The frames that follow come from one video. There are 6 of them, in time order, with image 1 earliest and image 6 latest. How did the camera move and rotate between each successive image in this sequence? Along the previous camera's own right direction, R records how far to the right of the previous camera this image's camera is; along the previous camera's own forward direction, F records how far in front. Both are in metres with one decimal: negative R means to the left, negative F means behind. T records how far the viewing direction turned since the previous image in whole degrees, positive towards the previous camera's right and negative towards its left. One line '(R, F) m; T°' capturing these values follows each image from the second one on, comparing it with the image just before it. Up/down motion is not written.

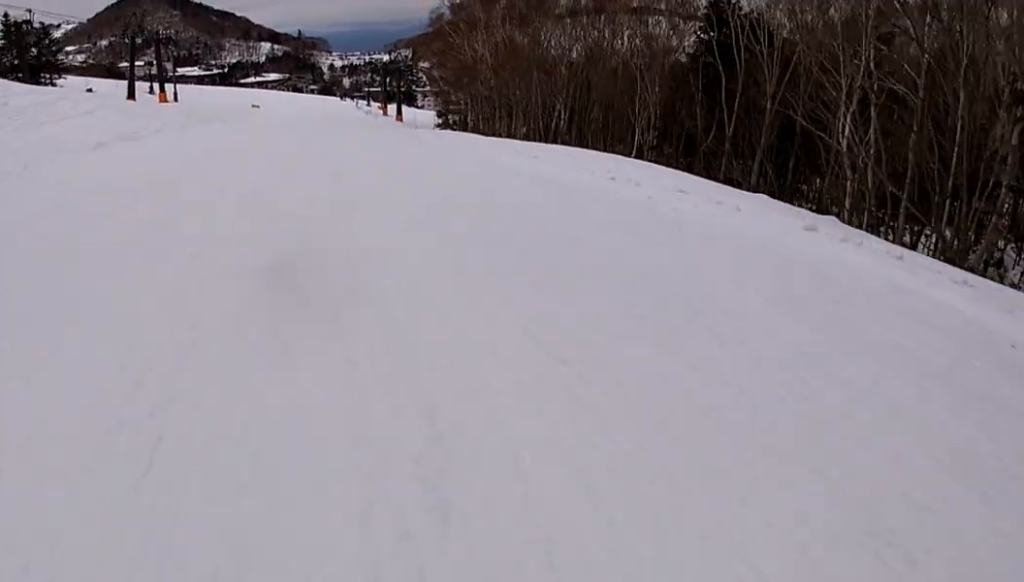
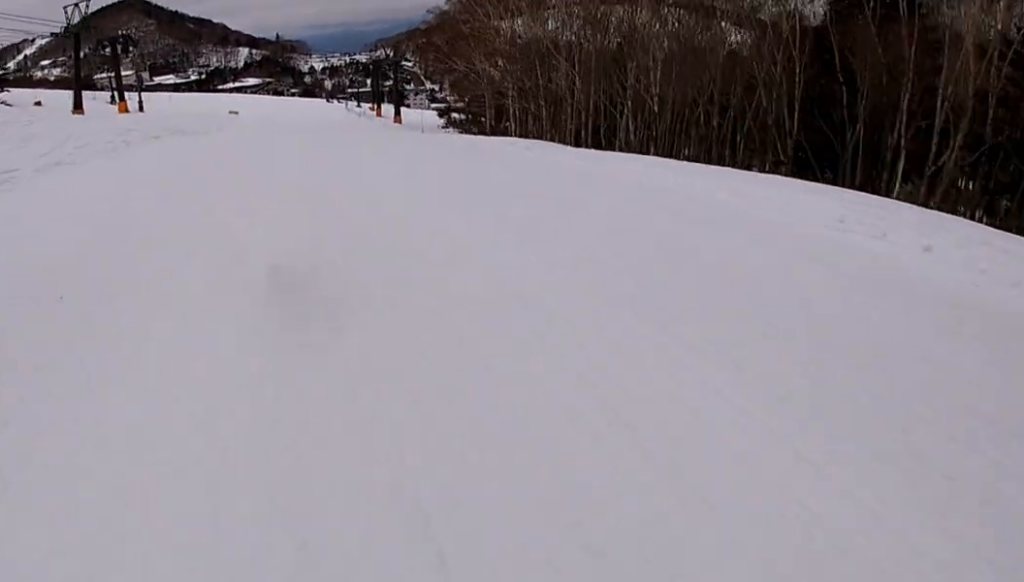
(0.0, +14.0) m; 0°
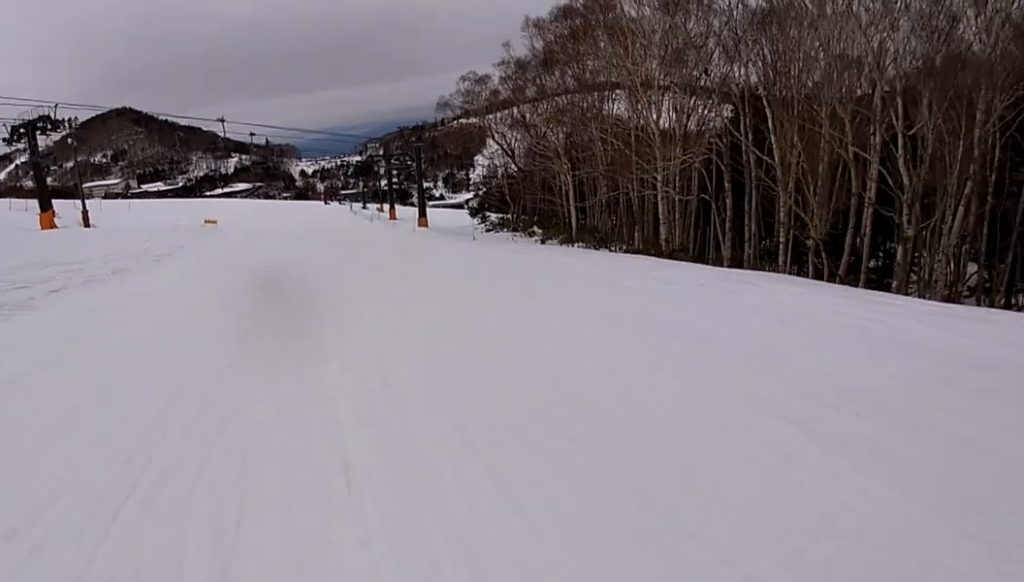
(-0.2, +25.1) m; -1°
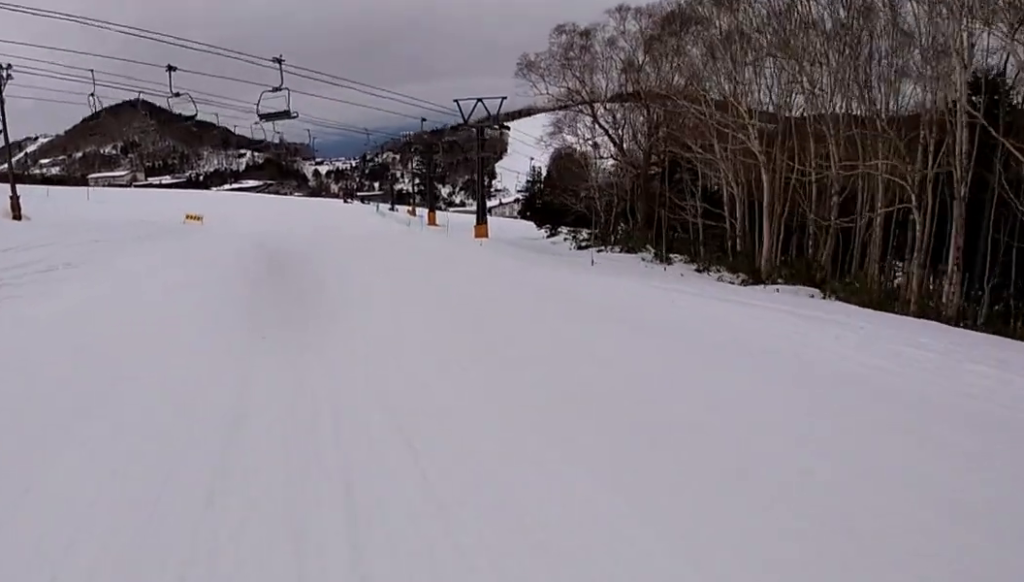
(0.0, +20.6) m; +1°
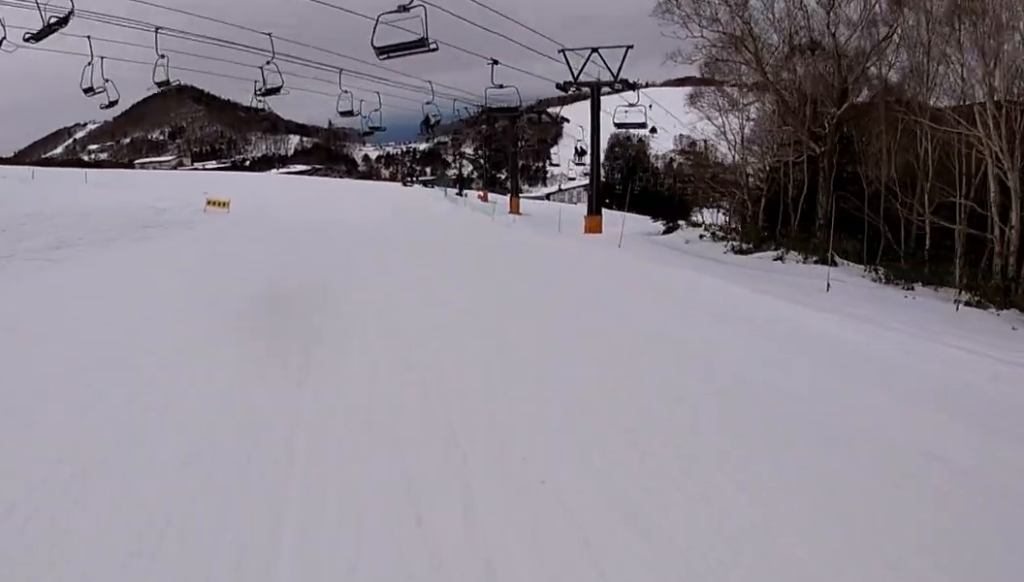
(+0.2, +13.9) m; 0°
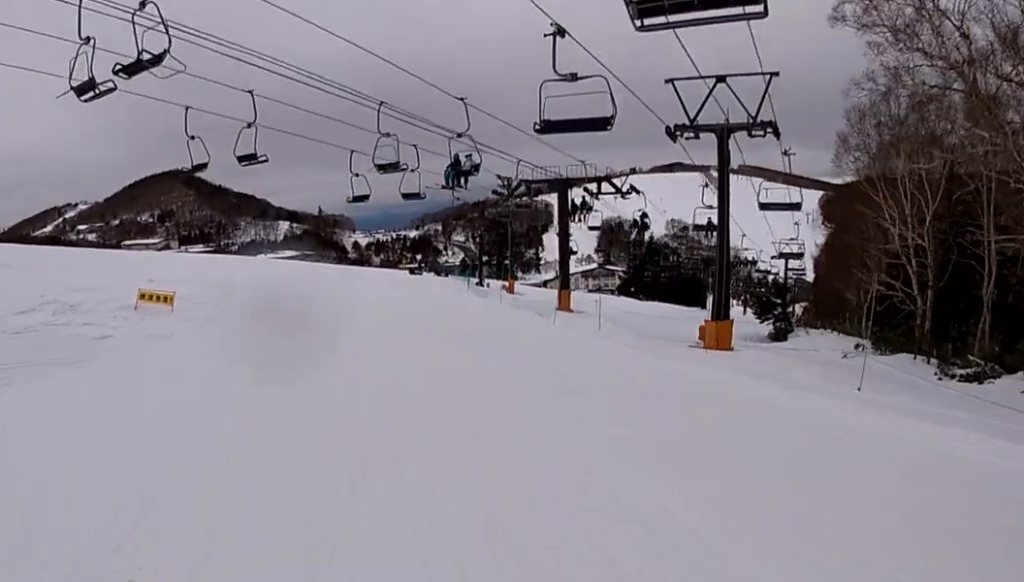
(-0.3, +15.8) m; 0°
